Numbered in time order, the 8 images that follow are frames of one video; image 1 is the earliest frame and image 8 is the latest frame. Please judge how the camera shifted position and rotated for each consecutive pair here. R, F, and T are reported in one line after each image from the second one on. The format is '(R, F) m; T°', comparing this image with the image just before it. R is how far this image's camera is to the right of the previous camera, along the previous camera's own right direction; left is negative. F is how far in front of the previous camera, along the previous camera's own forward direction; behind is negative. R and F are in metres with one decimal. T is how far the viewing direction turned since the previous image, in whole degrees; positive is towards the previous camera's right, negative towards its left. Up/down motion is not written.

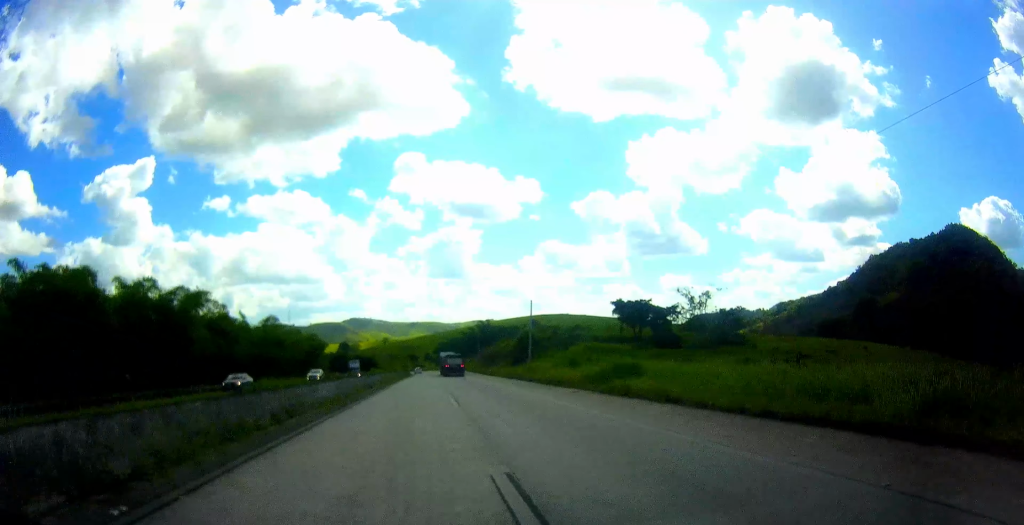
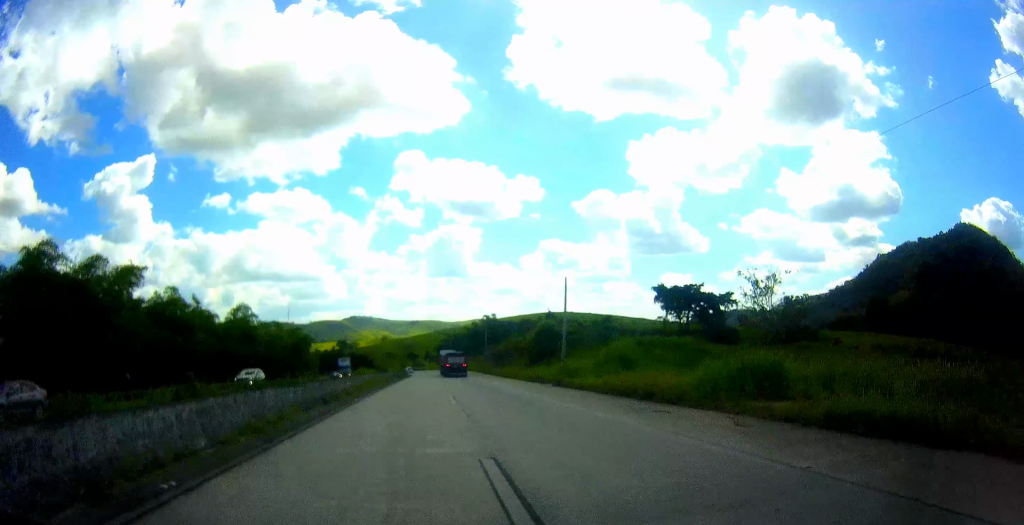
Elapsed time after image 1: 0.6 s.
(0.0, +15.6) m; 0°
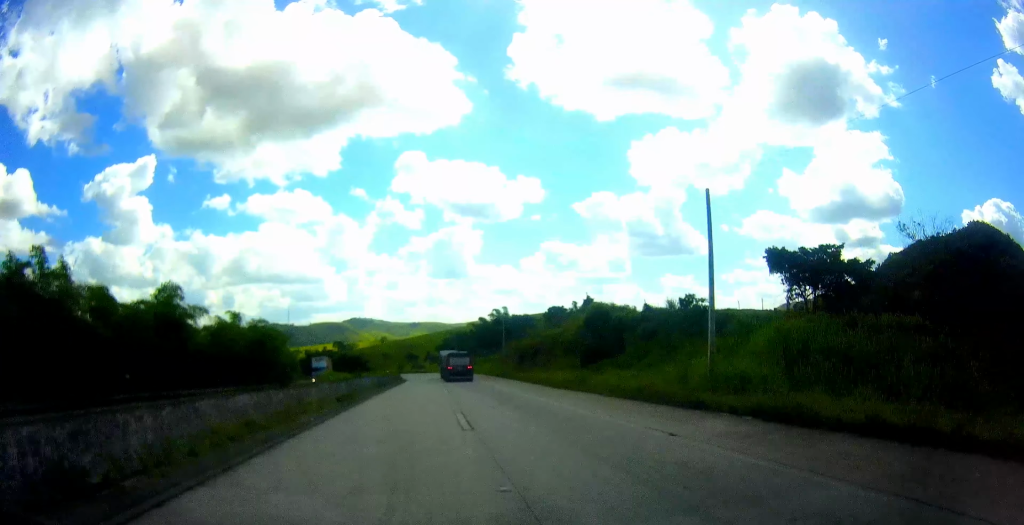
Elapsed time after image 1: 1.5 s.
(+0.2, +24.4) m; 0°
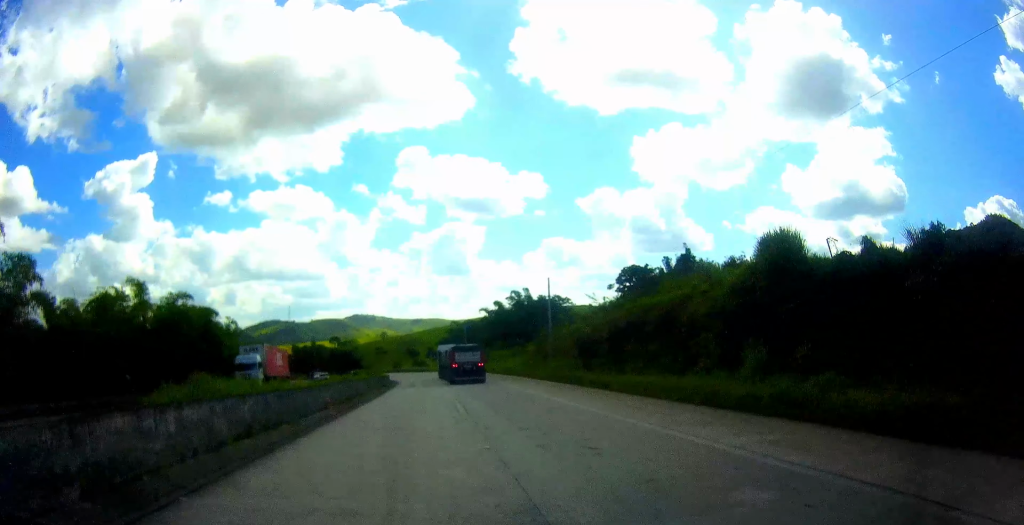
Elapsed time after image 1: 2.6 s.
(-0.1, +29.9) m; -1°
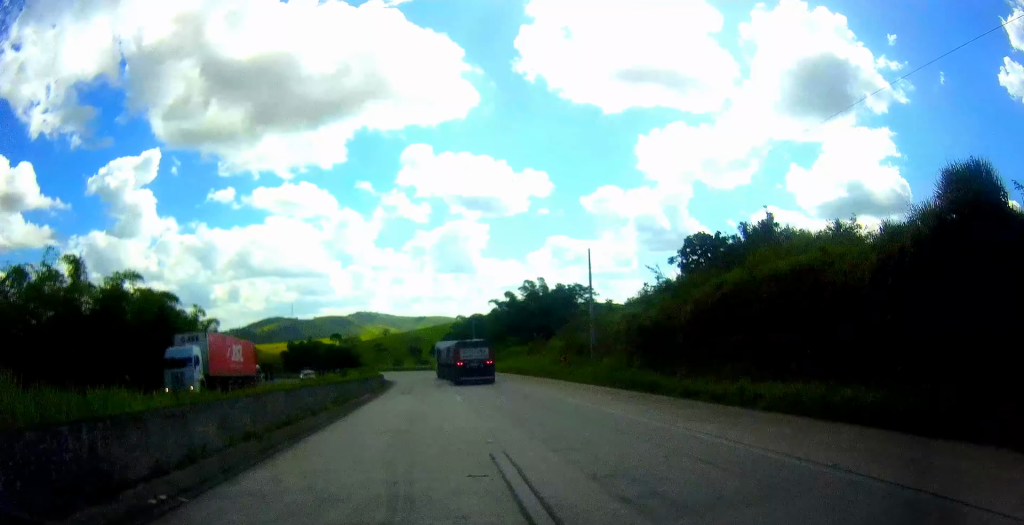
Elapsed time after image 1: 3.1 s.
(0.0, +12.2) m; 0°
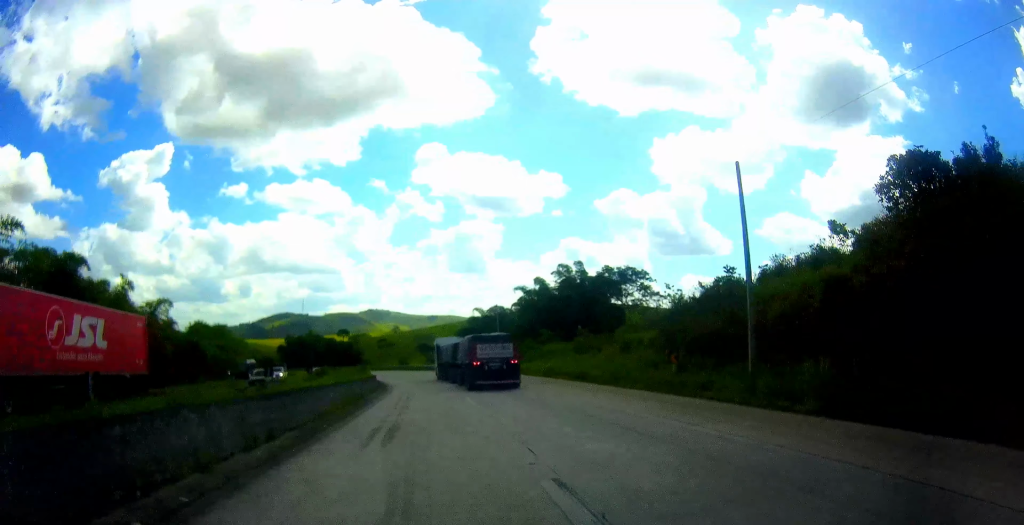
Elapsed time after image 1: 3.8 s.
(+0.1, +18.8) m; -1°
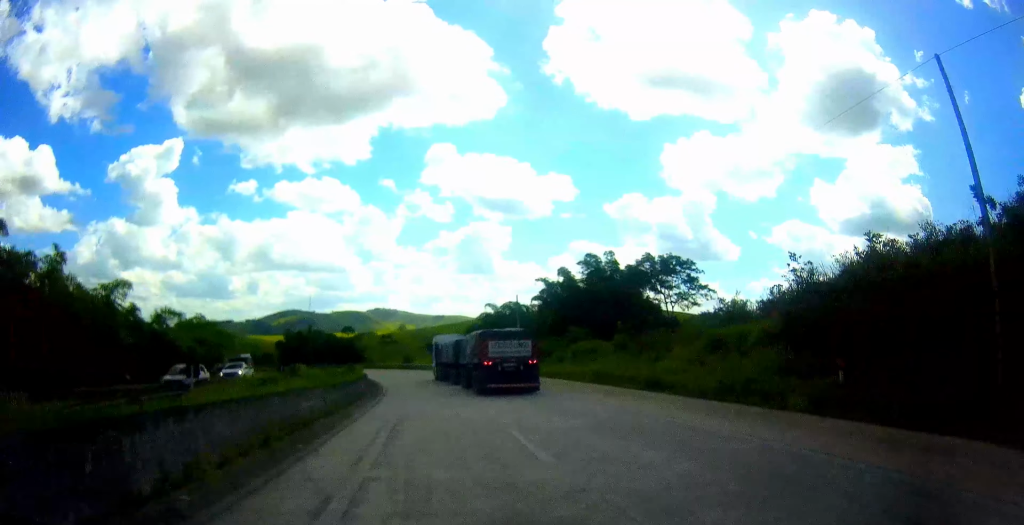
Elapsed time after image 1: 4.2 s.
(-0.1, +10.9) m; 0°
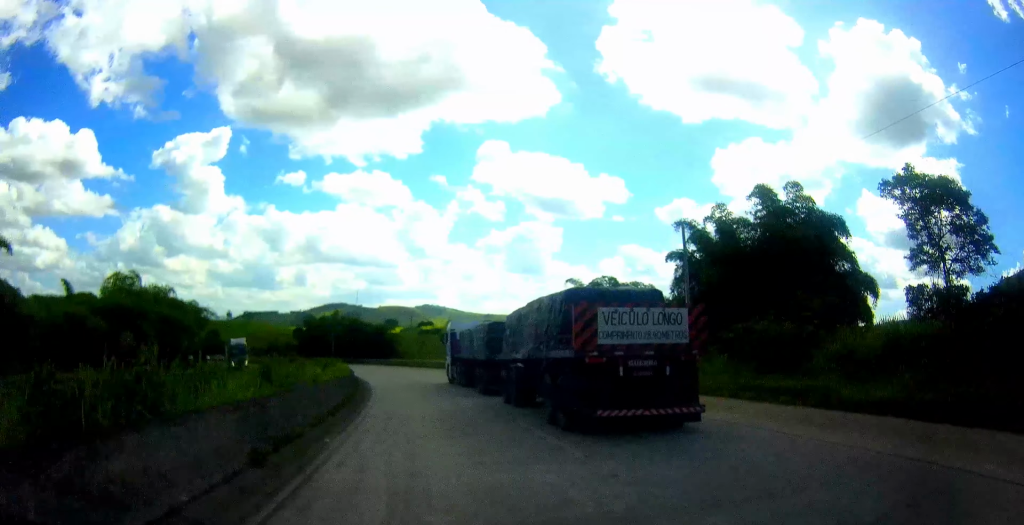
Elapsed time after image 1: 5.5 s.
(-0.4, +32.6) m; -2°
